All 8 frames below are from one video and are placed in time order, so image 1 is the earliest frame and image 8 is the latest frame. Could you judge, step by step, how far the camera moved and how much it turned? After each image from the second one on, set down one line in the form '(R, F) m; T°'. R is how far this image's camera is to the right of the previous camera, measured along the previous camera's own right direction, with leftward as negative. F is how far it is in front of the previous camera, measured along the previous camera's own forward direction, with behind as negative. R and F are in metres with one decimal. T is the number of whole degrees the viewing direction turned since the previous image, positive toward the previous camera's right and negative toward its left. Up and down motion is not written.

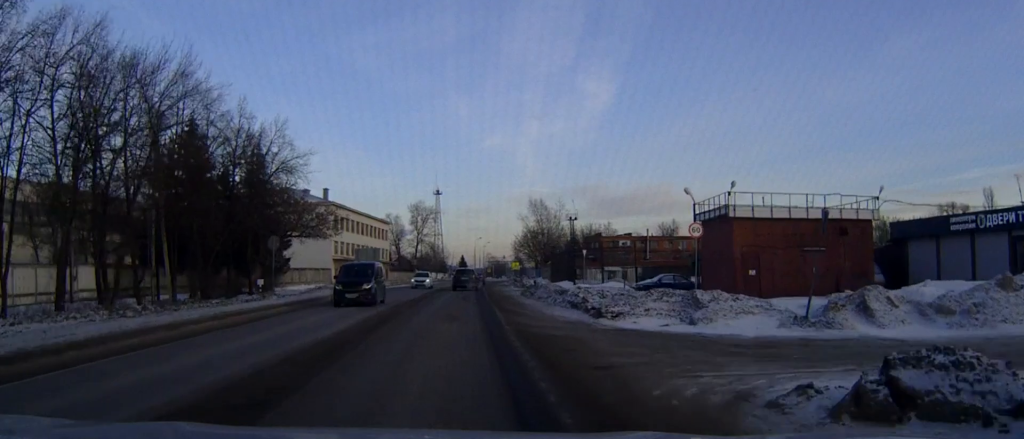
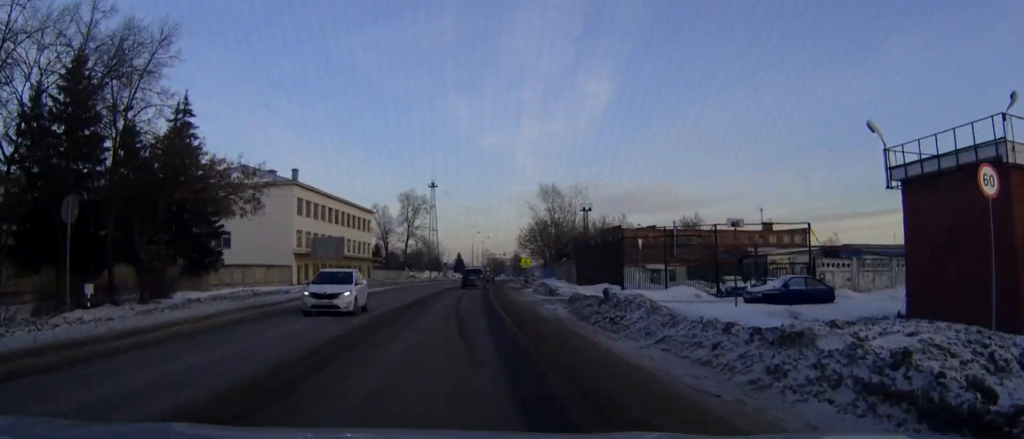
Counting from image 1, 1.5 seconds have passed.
(0.0, +20.5) m; 0°
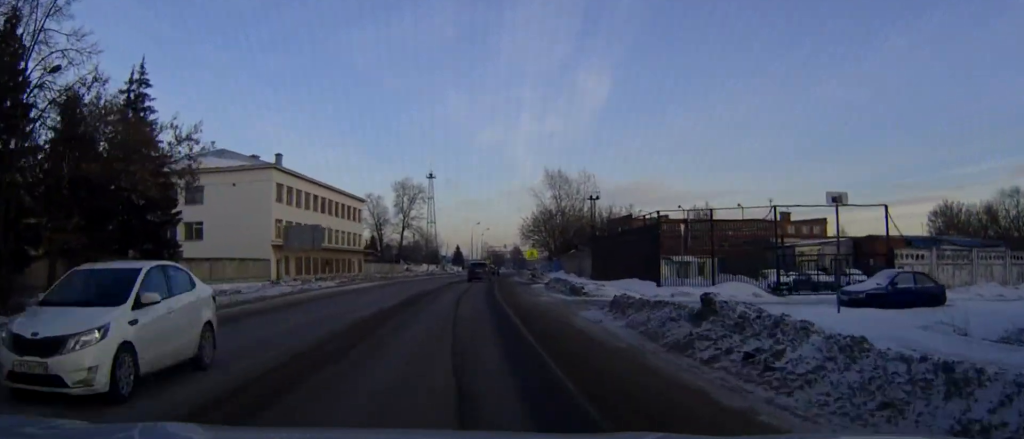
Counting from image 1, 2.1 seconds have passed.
(0.0, +8.4) m; 0°
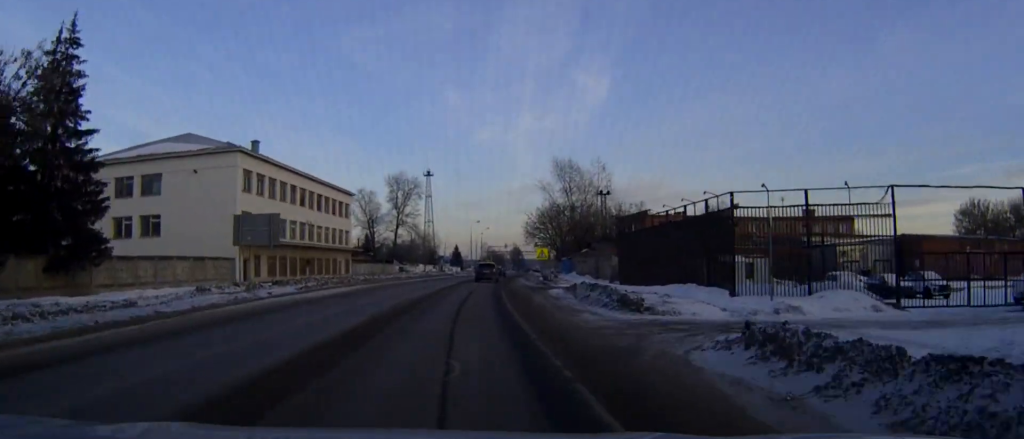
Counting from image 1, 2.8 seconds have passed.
(0.0, +10.3) m; 0°
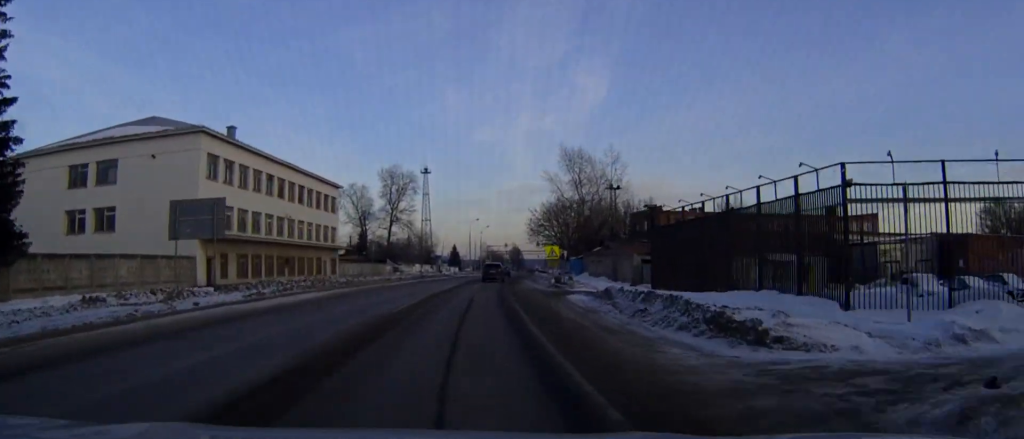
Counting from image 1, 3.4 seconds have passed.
(0.0, +8.4) m; 0°
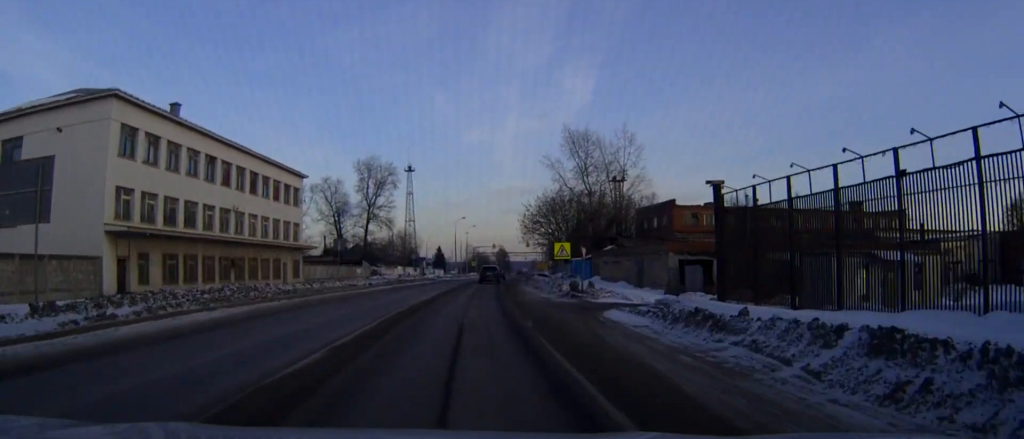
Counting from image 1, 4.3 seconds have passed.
(0.0, +12.4) m; +1°
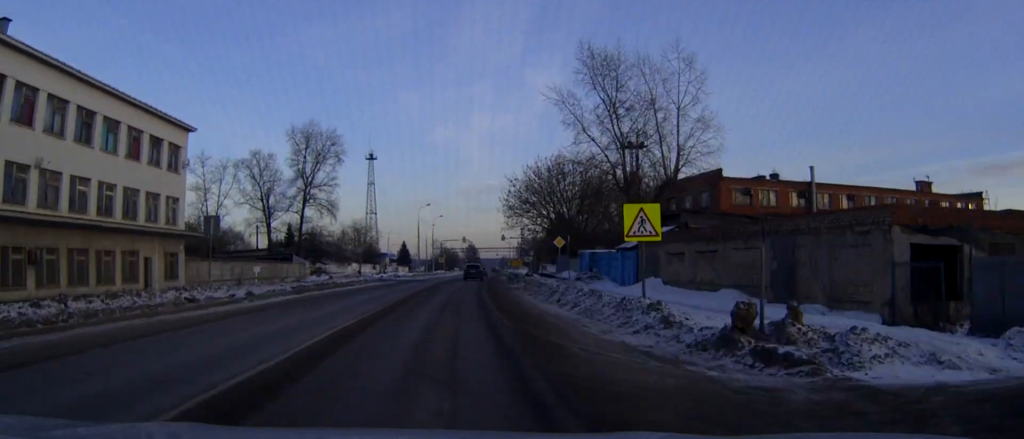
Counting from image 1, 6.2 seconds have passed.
(+0.5, +24.8) m; +2°
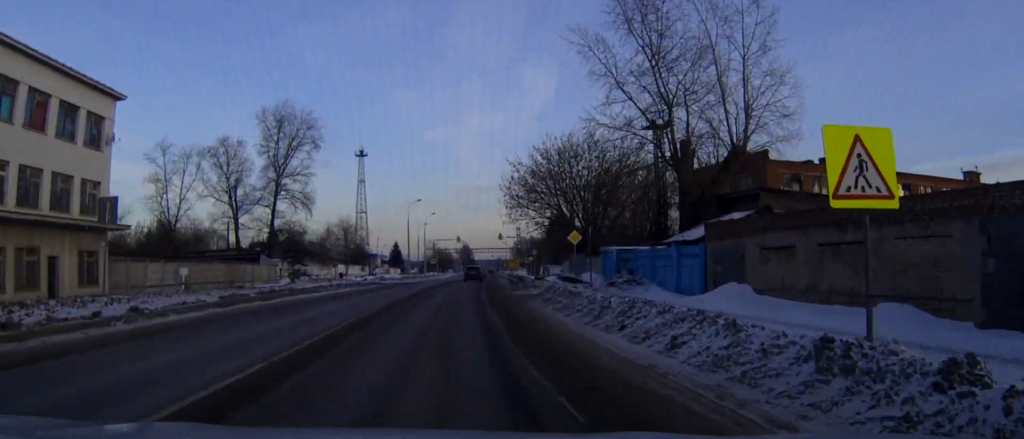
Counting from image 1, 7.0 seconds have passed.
(0.0, +10.7) m; +1°
